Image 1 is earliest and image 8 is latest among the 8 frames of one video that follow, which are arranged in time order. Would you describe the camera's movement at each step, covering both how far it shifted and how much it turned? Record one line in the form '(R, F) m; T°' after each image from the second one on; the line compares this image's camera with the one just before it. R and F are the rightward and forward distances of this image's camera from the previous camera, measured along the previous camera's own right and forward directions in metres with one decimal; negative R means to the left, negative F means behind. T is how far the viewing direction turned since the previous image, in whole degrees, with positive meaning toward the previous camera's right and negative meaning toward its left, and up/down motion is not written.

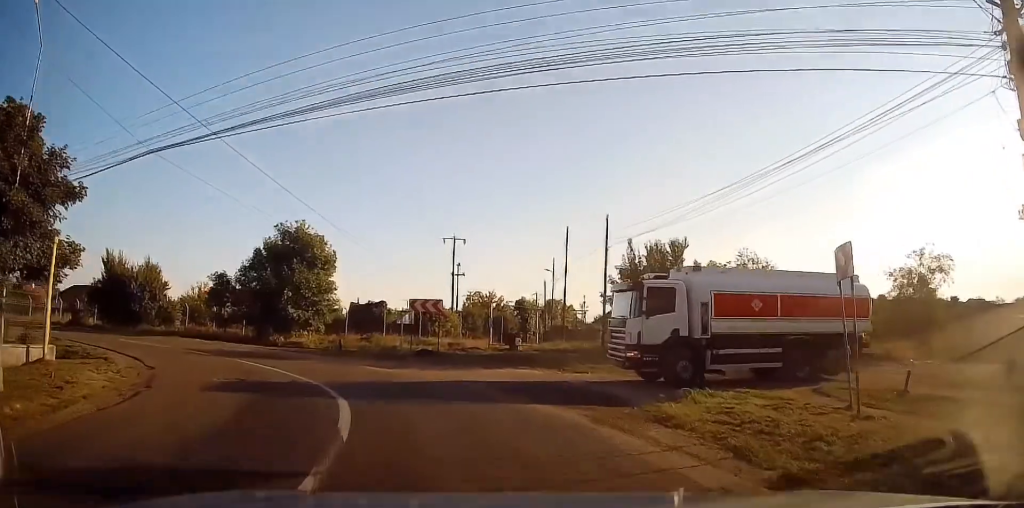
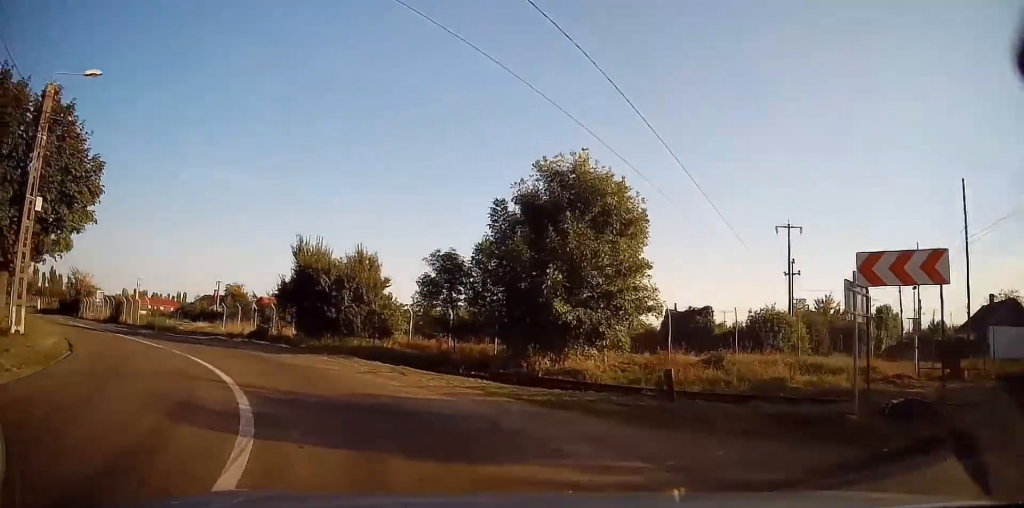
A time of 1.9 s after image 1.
(-2.9, +15.9) m; -30°
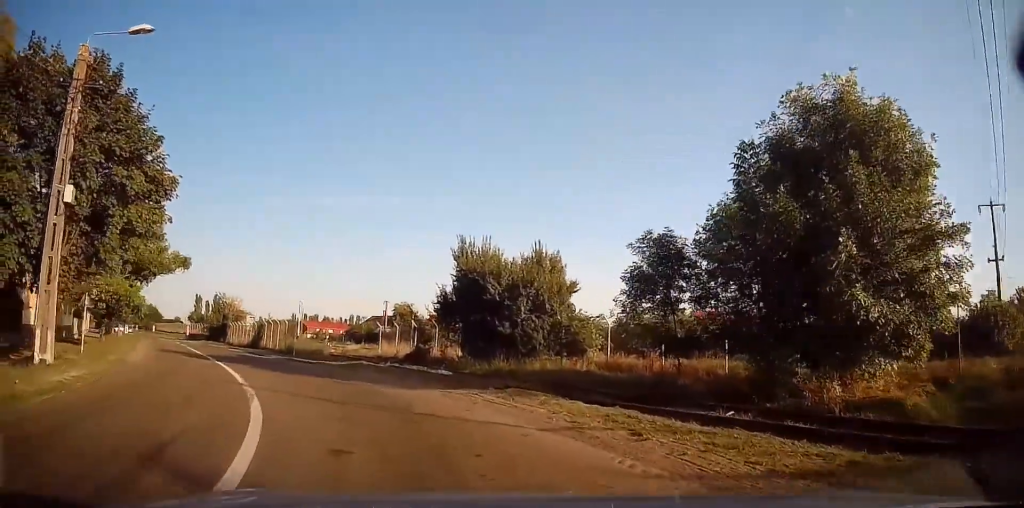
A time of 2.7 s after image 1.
(-0.7, +6.2) m; -20°
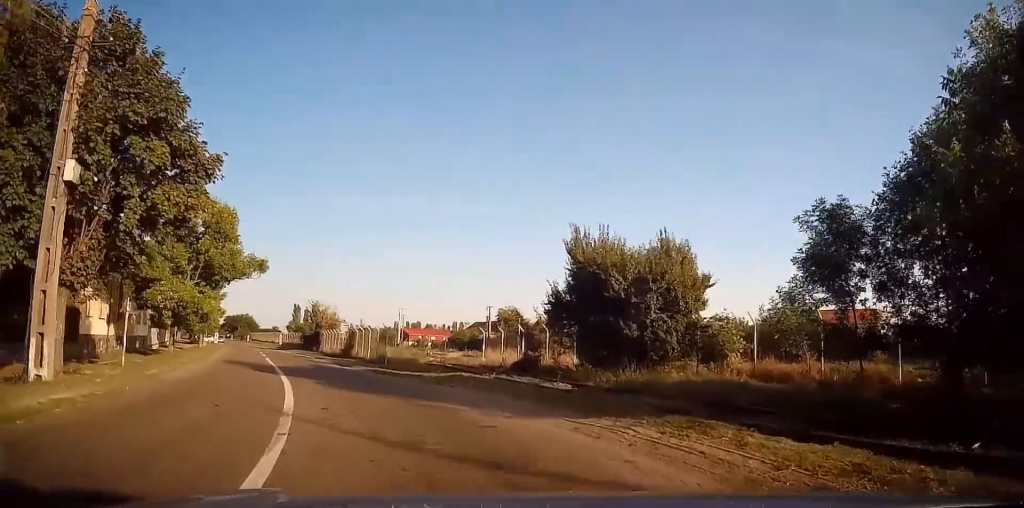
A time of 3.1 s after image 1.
(-0.8, +3.4) m; -10°
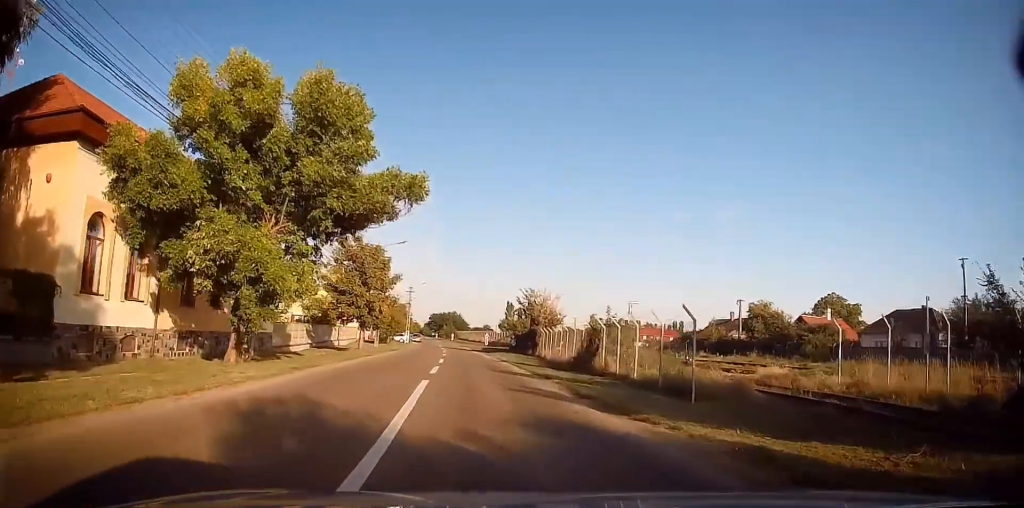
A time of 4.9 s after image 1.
(-4.0, +15.0) m; -22°
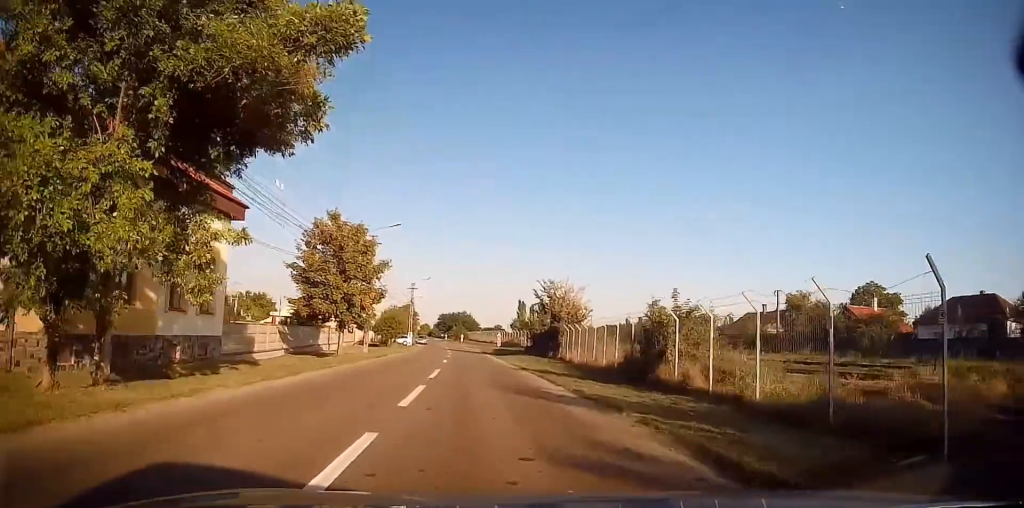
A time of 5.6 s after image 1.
(-0.3, +7.3) m; -3°
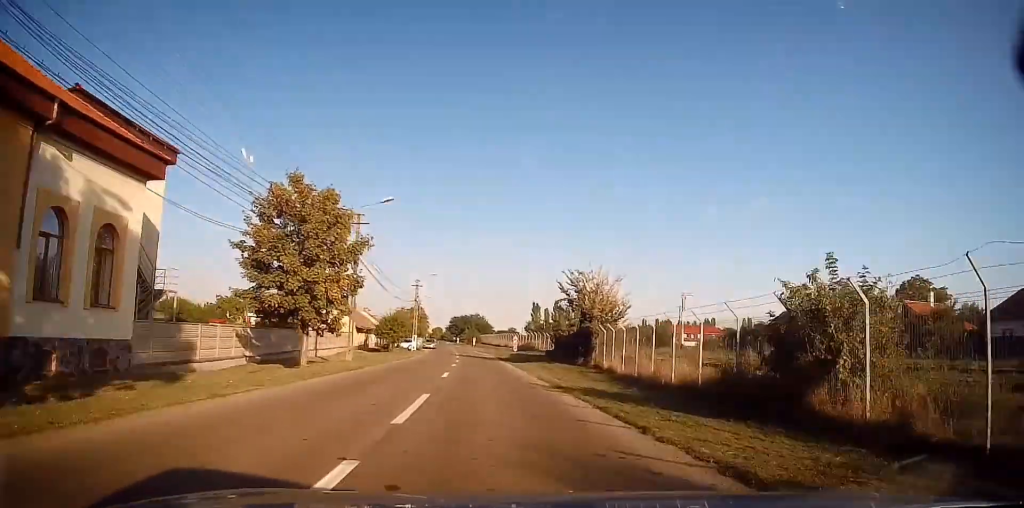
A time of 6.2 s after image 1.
(-0.1, +7.7) m; 0°
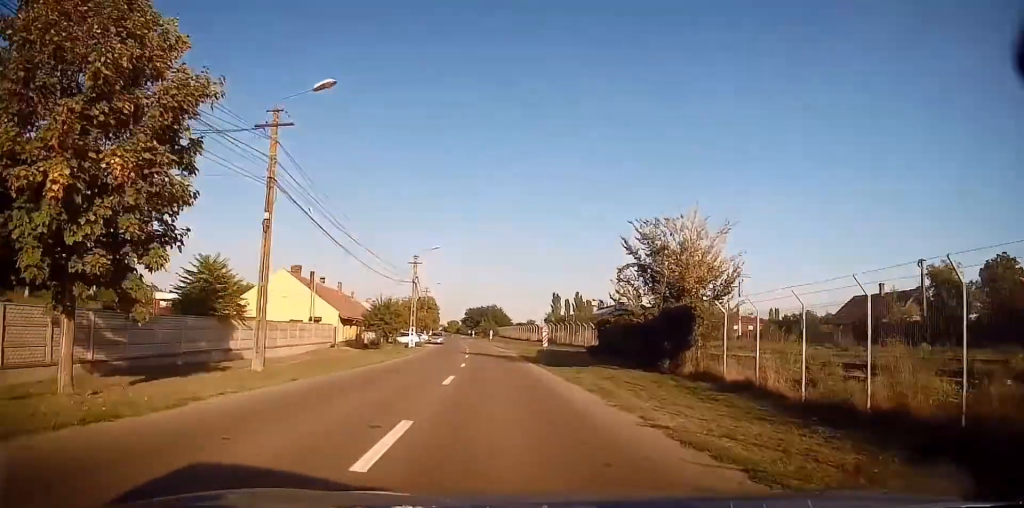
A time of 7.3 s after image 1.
(+0.1, +13.3) m; -1°
